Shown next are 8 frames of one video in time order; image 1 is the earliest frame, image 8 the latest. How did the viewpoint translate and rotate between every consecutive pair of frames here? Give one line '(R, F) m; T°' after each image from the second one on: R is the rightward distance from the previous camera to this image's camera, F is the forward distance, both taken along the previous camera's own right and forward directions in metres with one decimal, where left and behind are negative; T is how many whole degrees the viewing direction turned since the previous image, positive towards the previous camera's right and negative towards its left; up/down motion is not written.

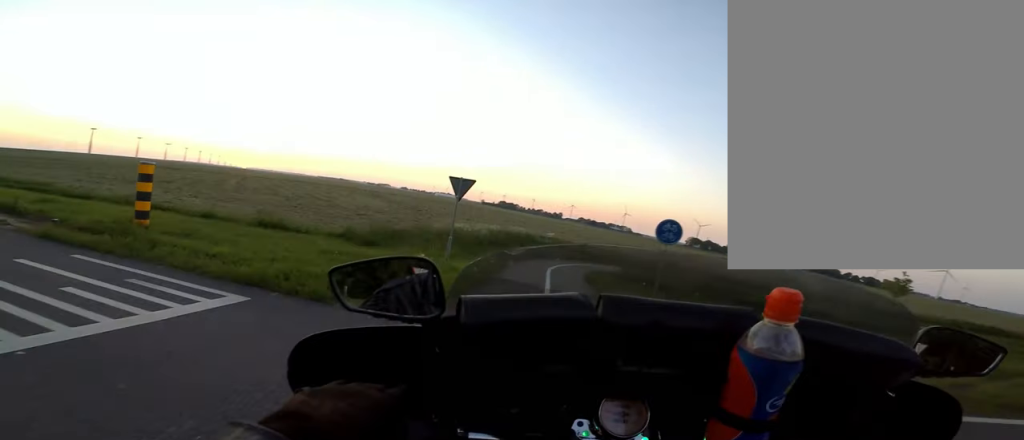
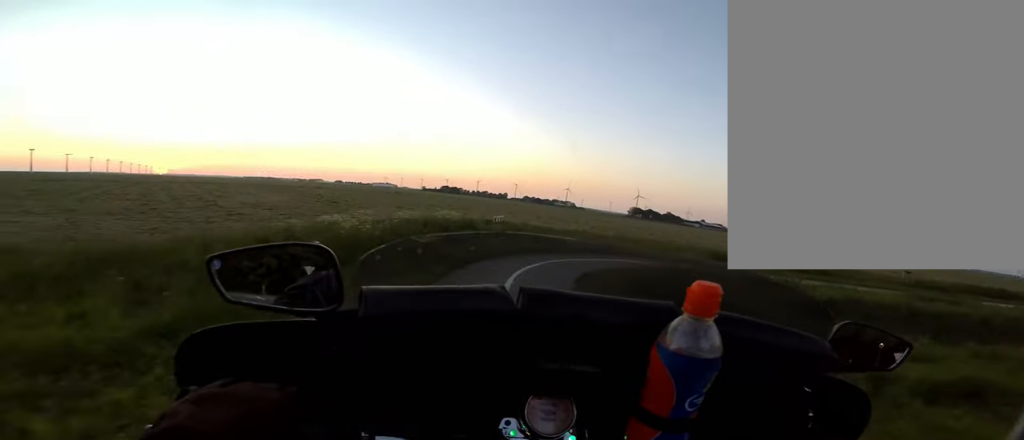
(+0.8, +7.5) m; +10°
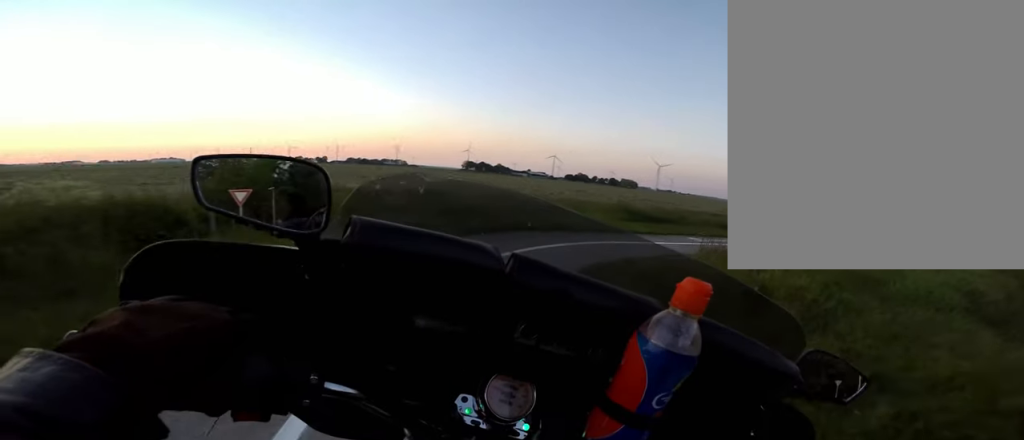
(+1.4, +8.3) m; +22°
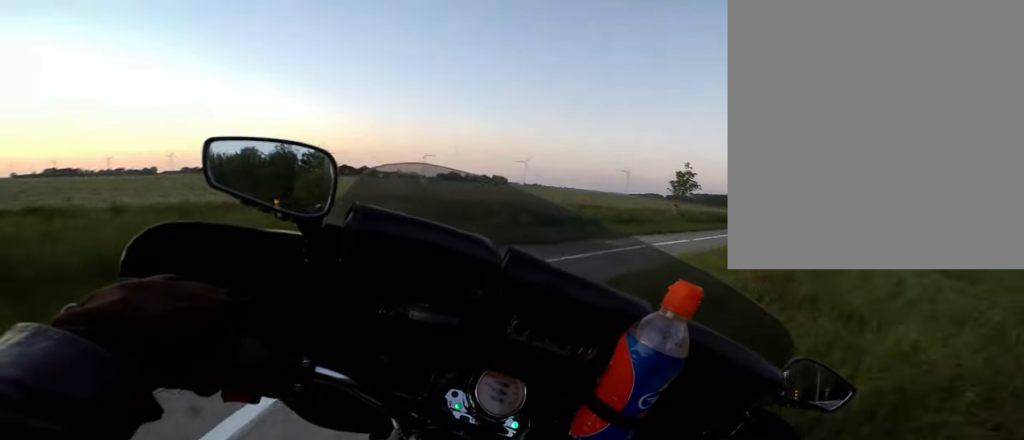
(+0.4, +3.8) m; +15°
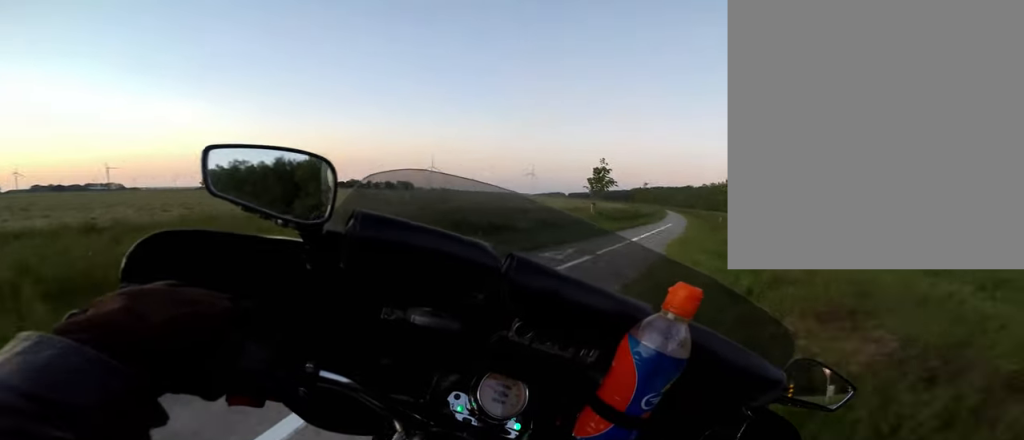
(-0.3, +2.7) m; +14°
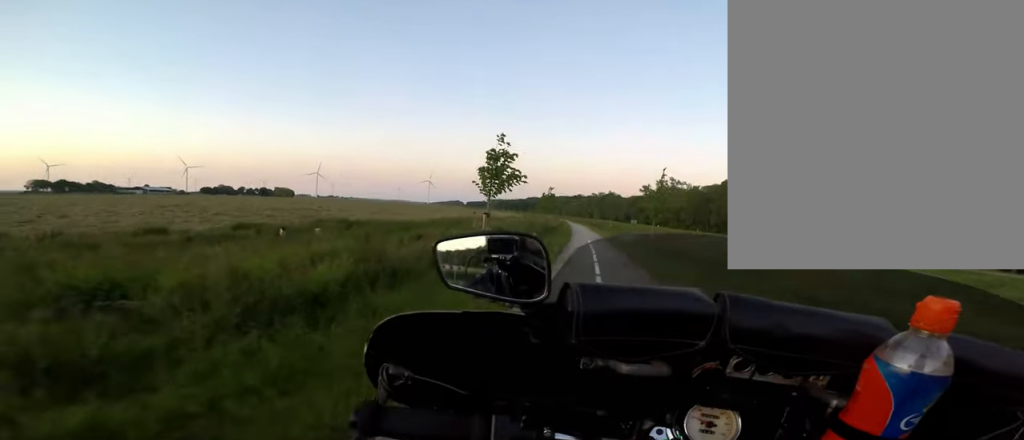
(+4.0, +10.2) m; +25°
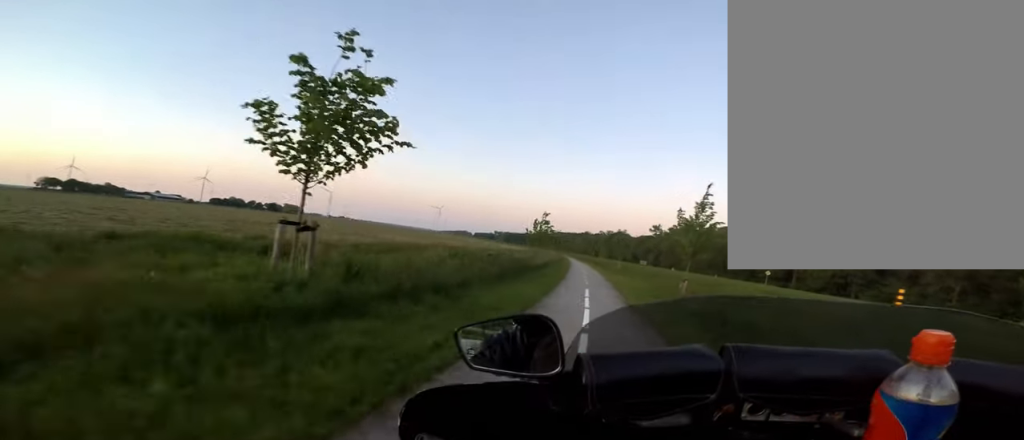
(+0.5, +8.7) m; +9°
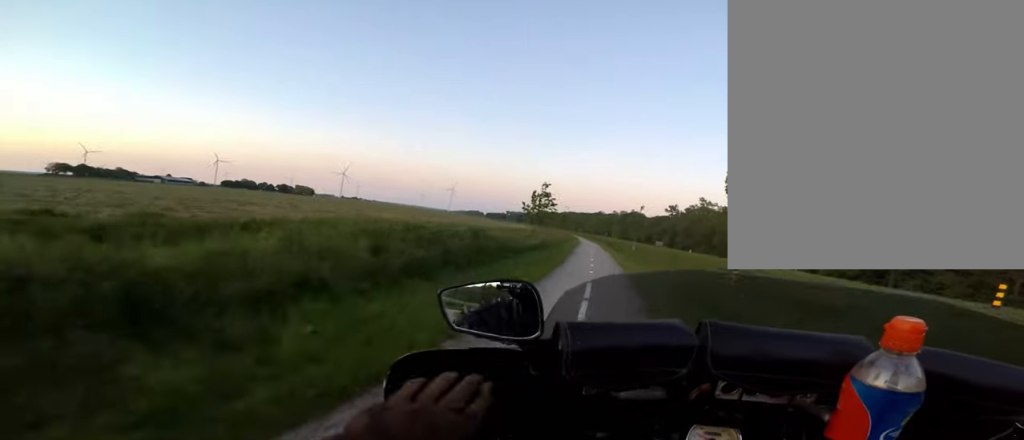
(+0.3, +4.8) m; -1°
